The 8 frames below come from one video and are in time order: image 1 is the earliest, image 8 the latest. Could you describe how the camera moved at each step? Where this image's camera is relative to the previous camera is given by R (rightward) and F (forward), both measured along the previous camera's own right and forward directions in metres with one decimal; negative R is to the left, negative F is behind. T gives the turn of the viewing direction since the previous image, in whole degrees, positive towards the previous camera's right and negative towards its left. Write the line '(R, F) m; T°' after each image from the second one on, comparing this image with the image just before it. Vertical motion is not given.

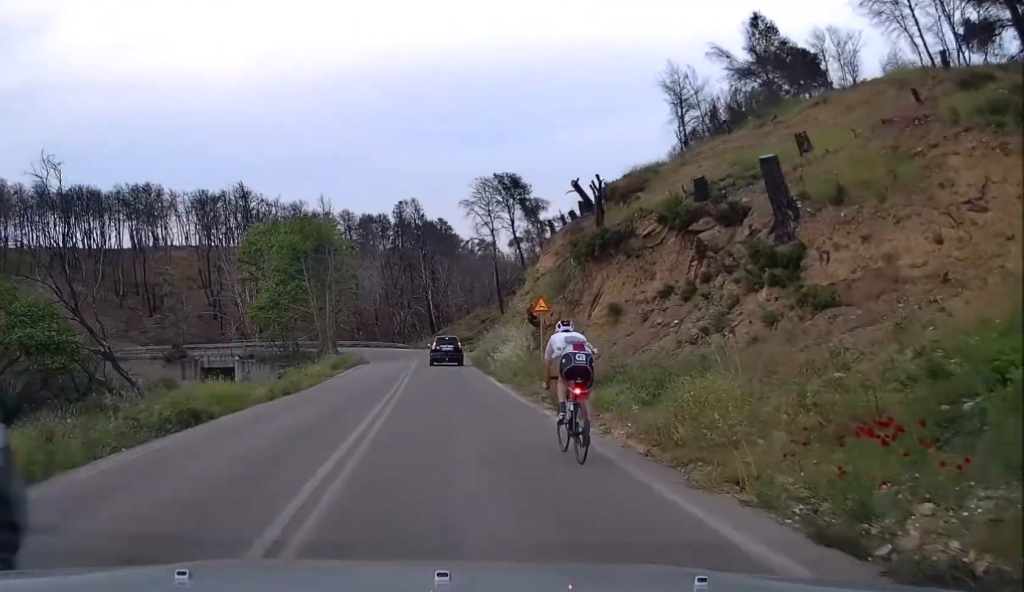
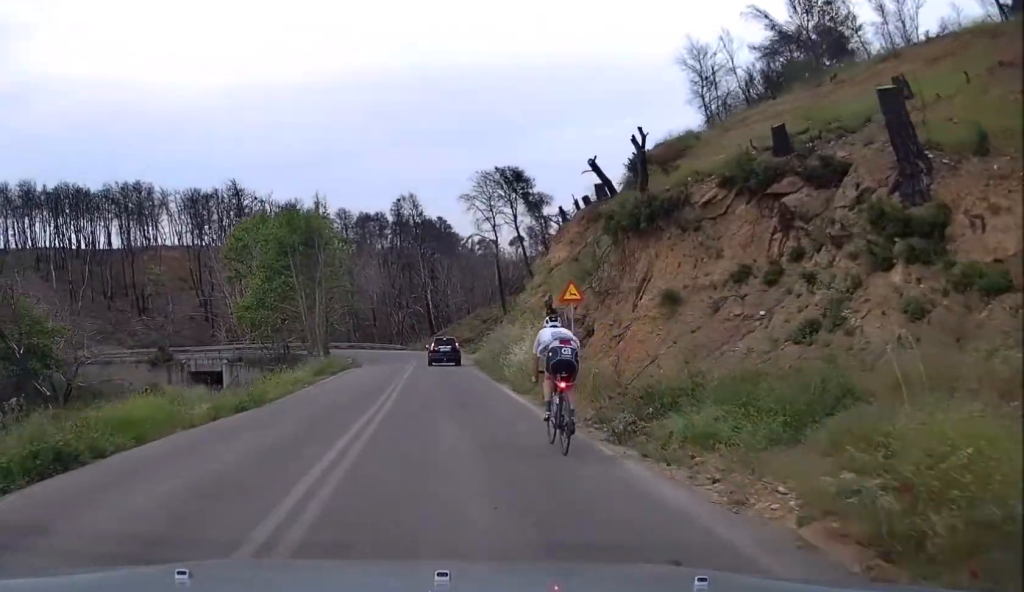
(0.0, +5.0) m; -1°
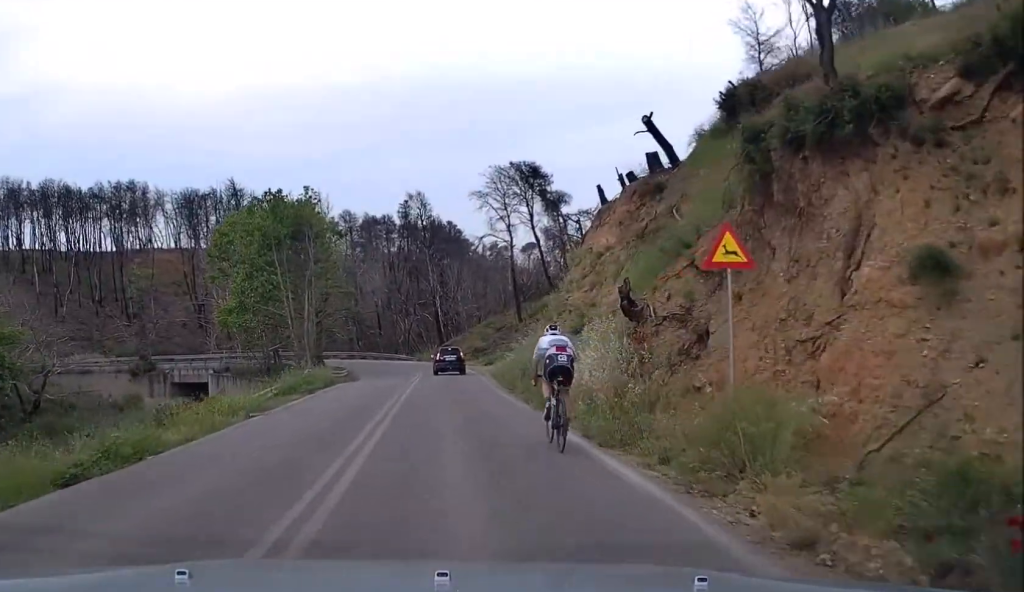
(-0.1, +8.9) m; -1°
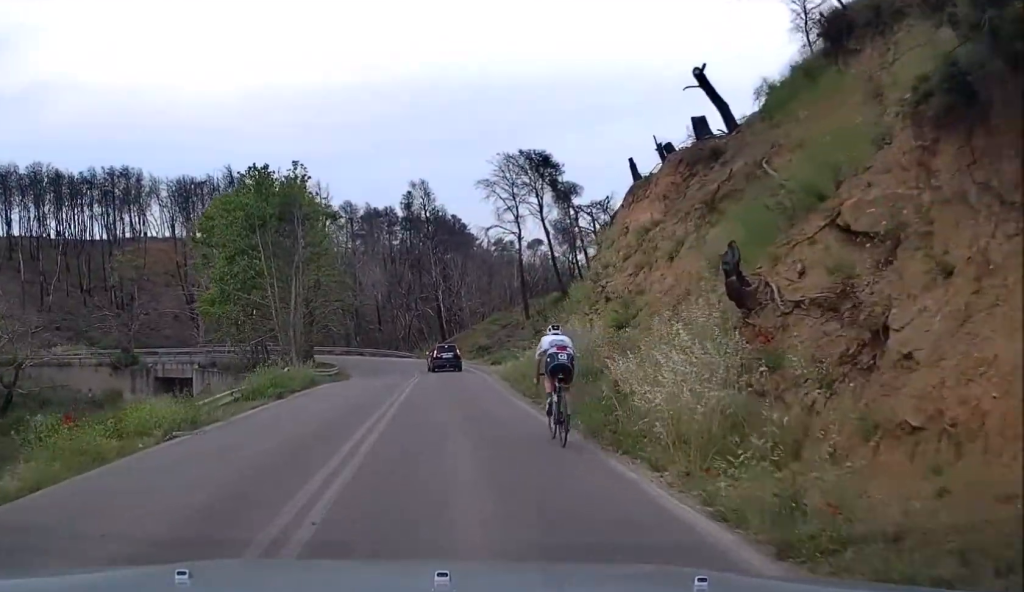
(-0.1, +5.5) m; -1°
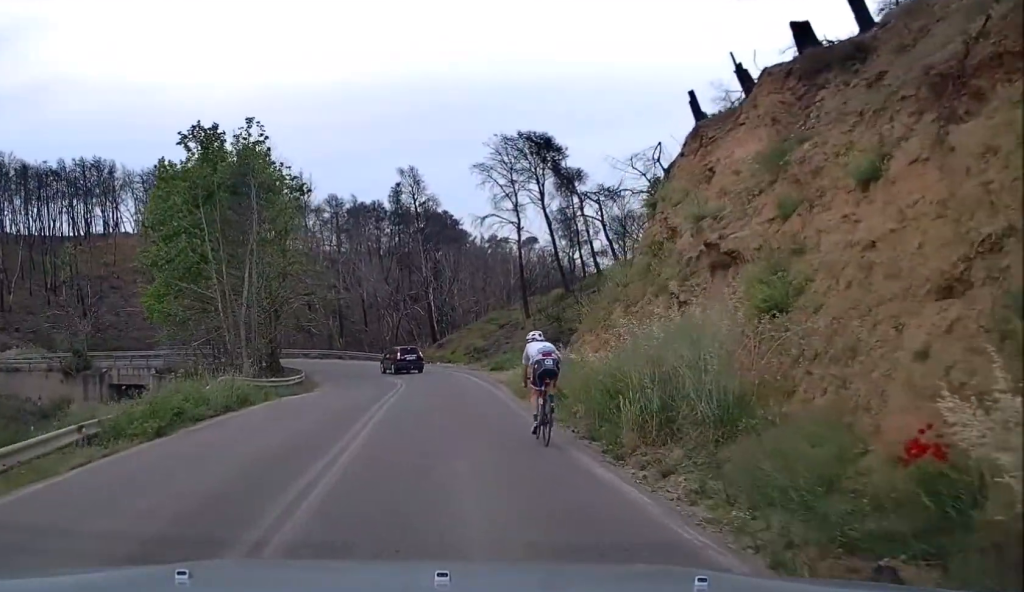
(0.0, +9.3) m; 0°
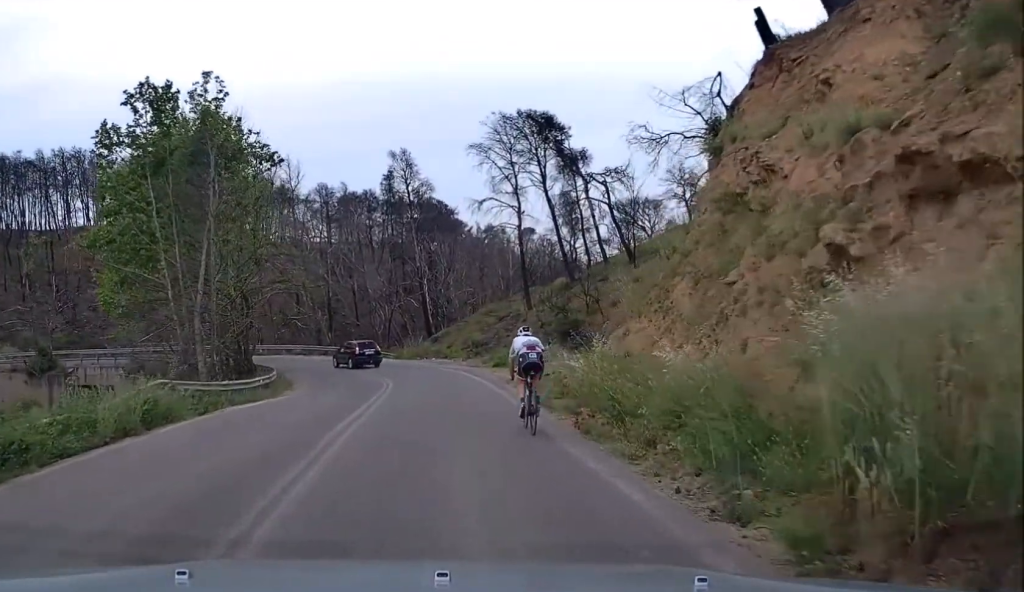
(0.0, +6.0) m; 0°
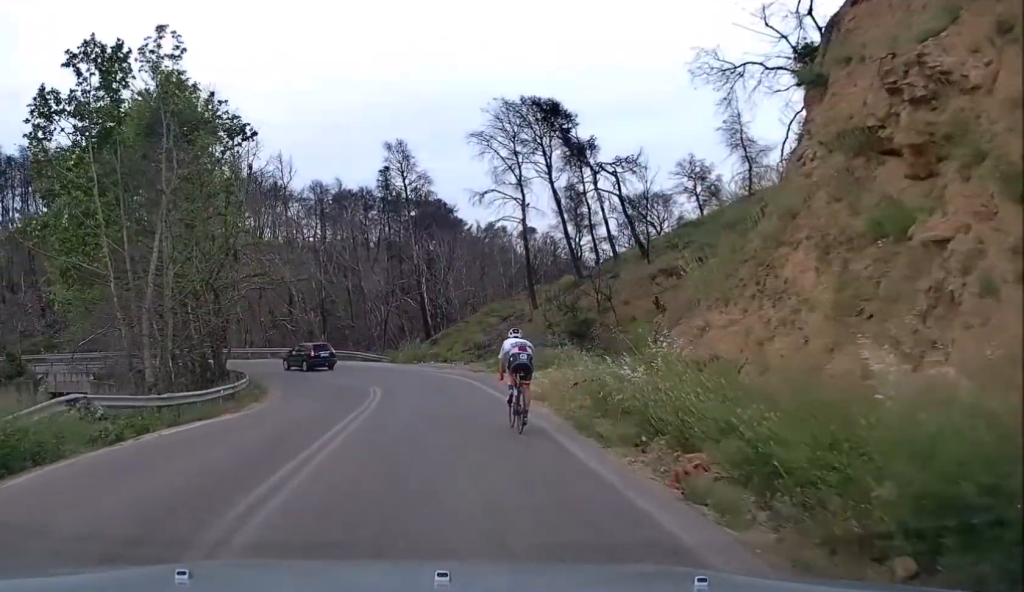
(0.0, +5.1) m; 0°
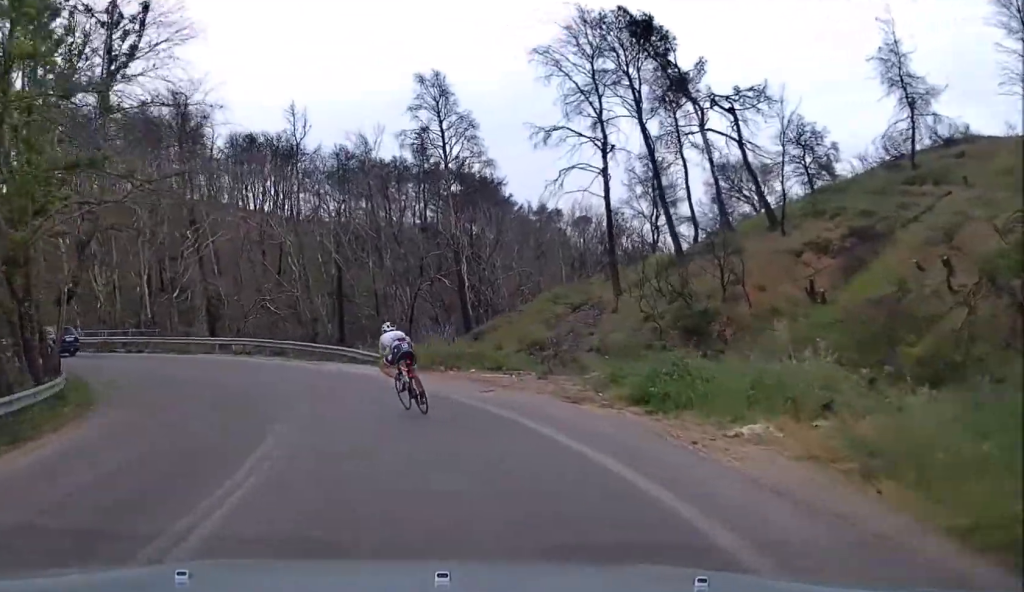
(-0.3, +21.1) m; -6°
